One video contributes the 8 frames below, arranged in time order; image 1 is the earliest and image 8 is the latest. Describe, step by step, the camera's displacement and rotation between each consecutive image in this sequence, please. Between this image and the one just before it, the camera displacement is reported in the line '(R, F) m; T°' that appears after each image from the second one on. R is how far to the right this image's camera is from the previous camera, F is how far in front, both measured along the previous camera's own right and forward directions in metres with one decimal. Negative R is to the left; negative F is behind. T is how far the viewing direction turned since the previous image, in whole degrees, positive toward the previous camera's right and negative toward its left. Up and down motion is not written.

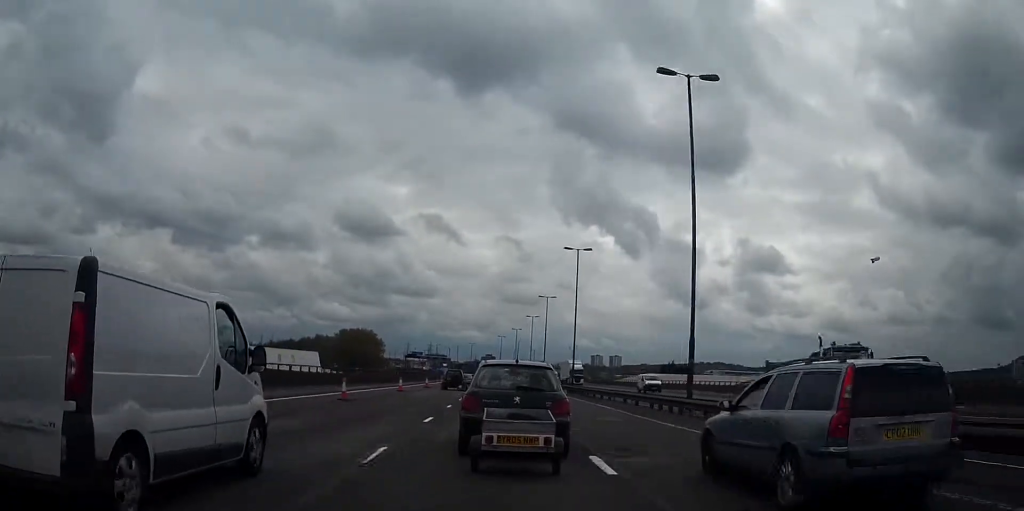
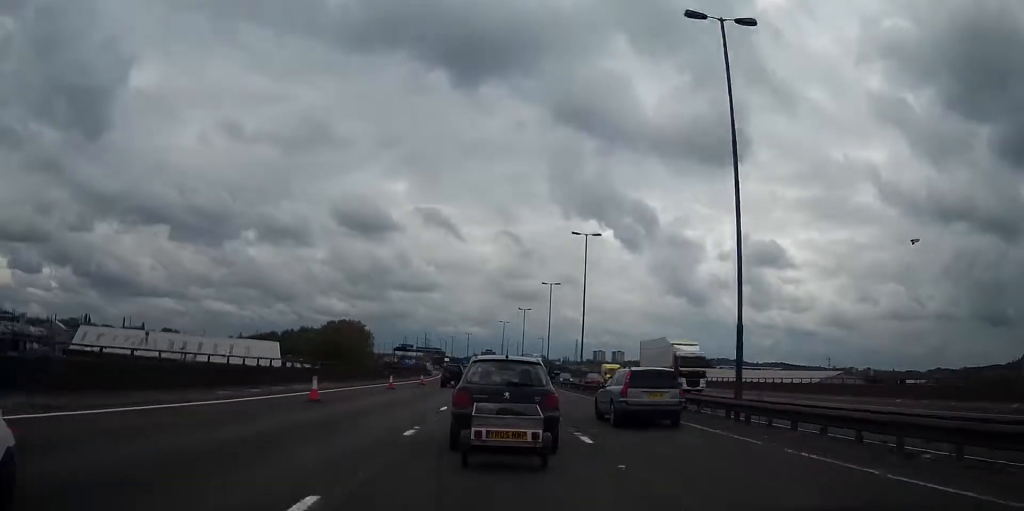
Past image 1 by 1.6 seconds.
(0.0, +41.6) m; 0°
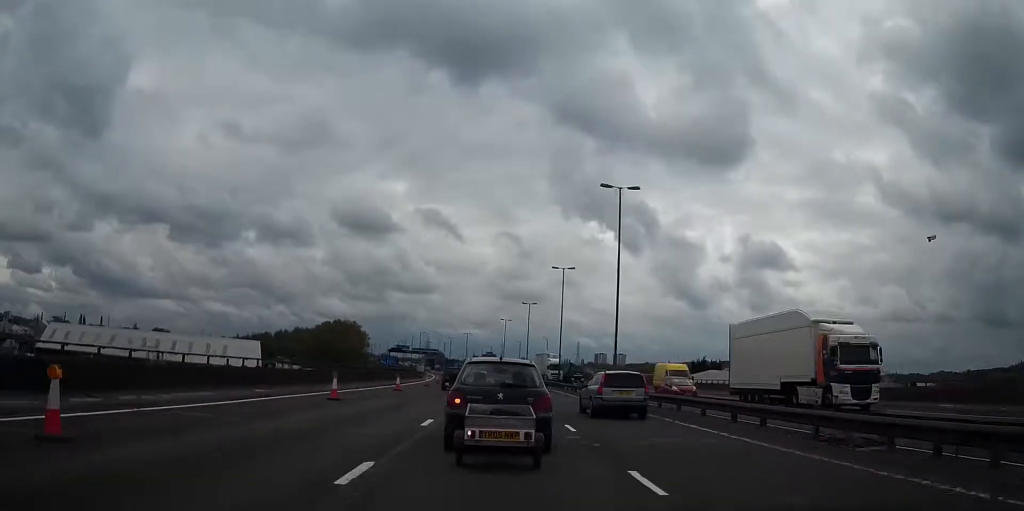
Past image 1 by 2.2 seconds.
(0.0, +15.3) m; 0°
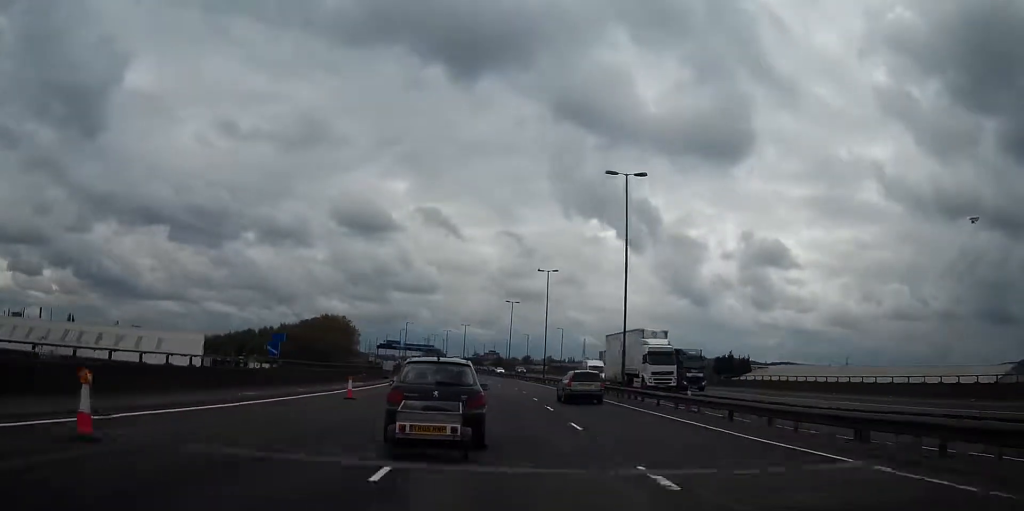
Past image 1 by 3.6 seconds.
(+0.1, +35.6) m; 0°
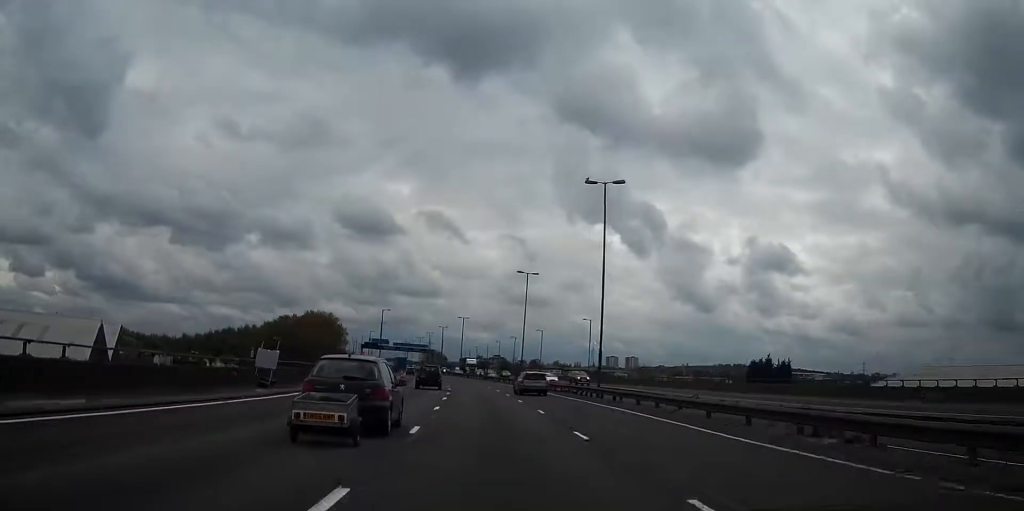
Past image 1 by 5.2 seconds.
(-0.5, +39.1) m; -1°
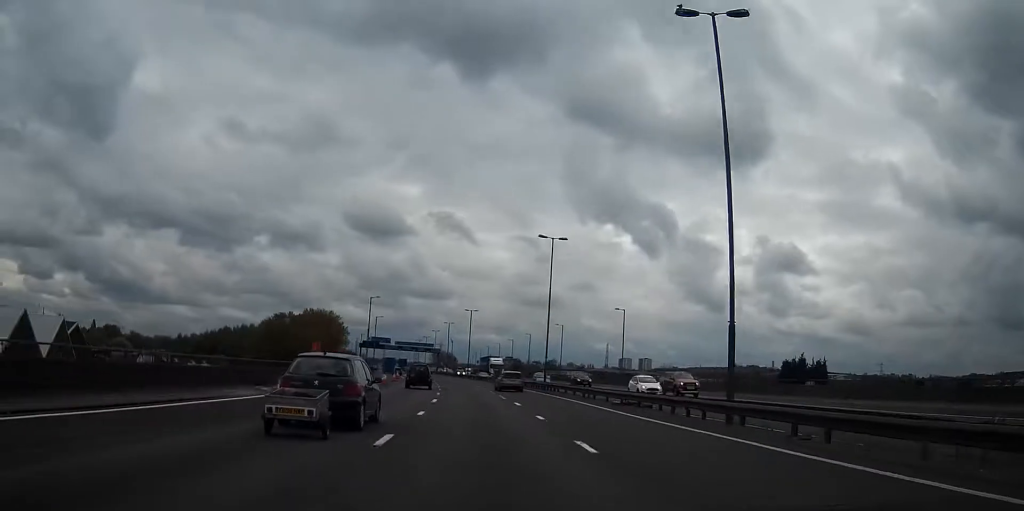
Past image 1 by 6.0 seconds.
(-0.1, +21.2) m; -1°
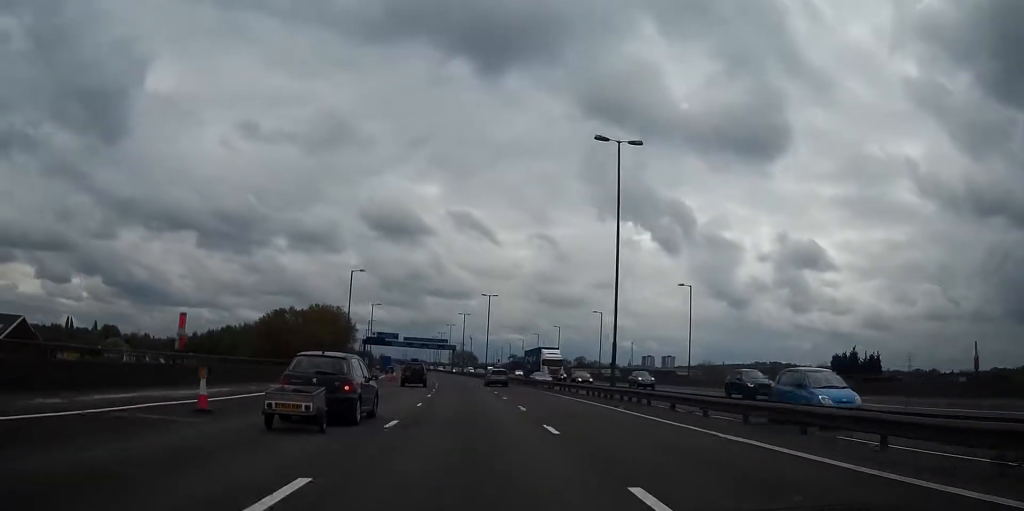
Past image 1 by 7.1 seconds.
(-0.3, +24.8) m; -2°
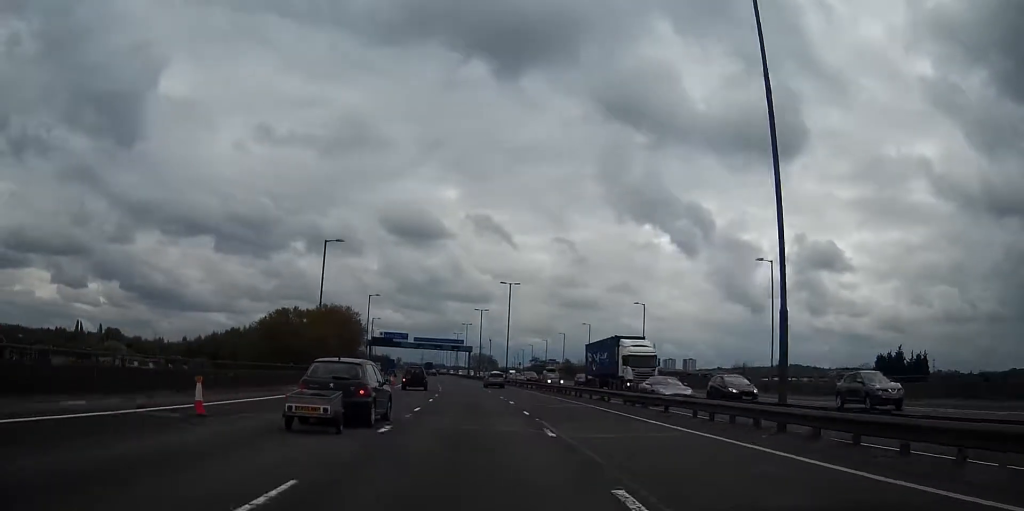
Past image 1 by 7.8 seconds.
(-0.3, +18.1) m; -1°
